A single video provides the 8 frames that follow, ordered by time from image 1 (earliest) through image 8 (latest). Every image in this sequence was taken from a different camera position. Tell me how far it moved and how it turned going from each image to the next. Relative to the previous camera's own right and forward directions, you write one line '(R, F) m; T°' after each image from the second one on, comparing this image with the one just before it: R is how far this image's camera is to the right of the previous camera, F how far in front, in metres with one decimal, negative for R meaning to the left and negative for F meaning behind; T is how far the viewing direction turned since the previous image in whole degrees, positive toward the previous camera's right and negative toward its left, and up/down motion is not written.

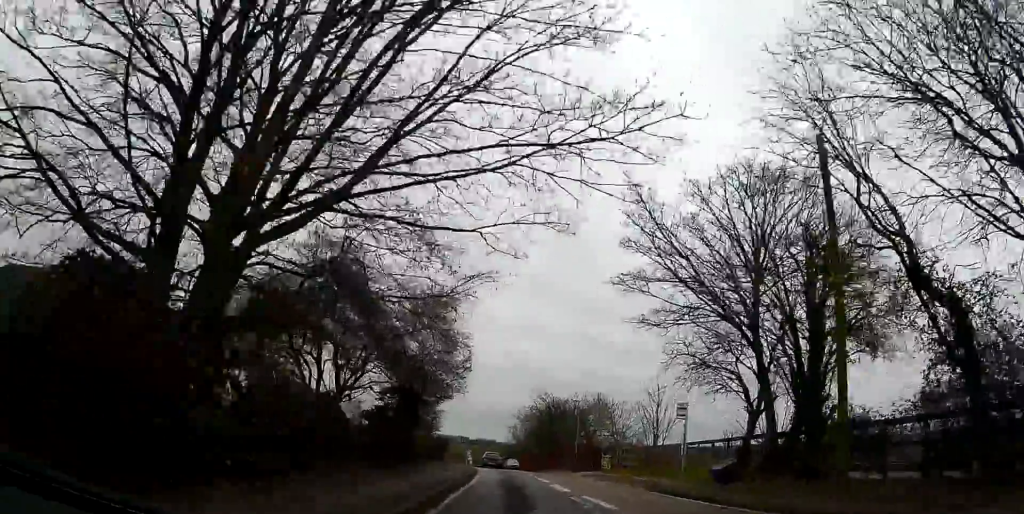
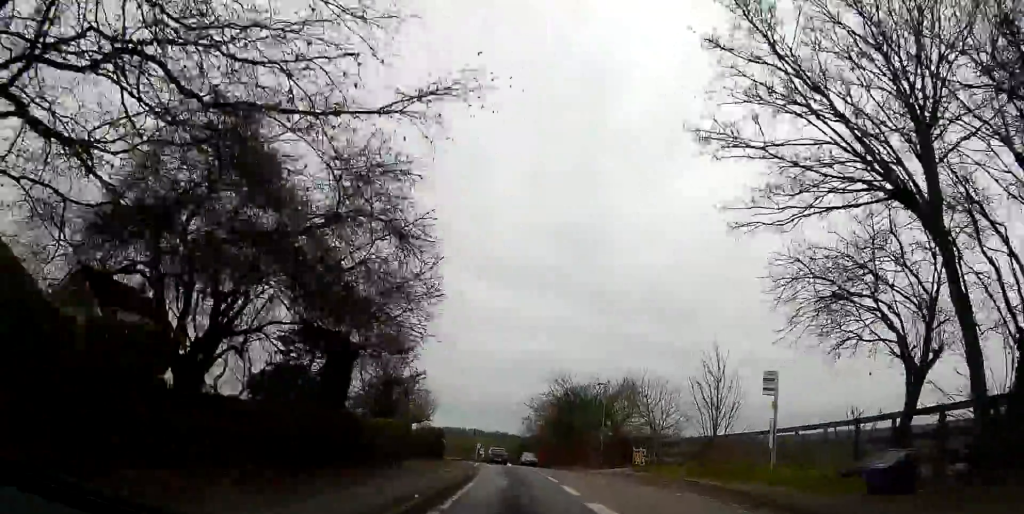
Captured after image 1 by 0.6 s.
(0.0, +8.9) m; -1°
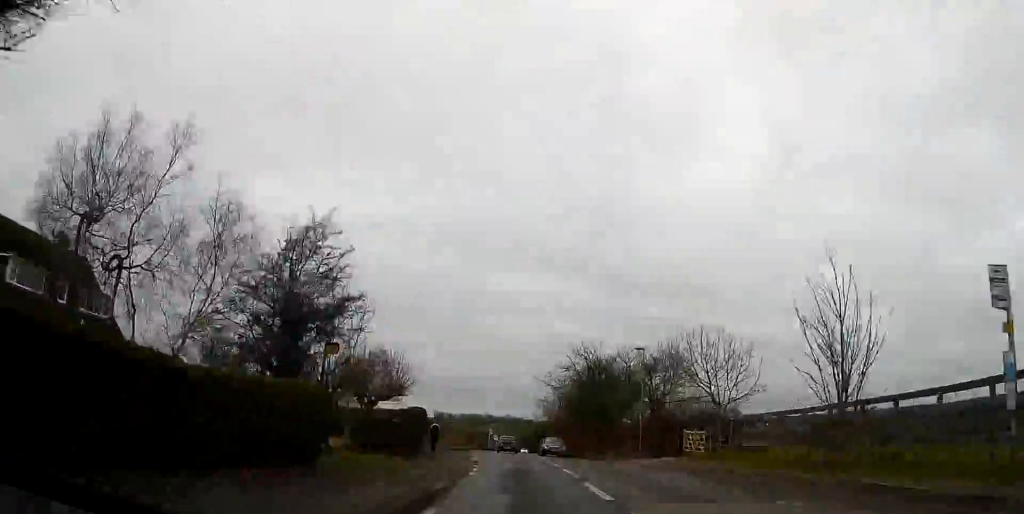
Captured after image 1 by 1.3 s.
(-0.2, +9.9) m; -2°
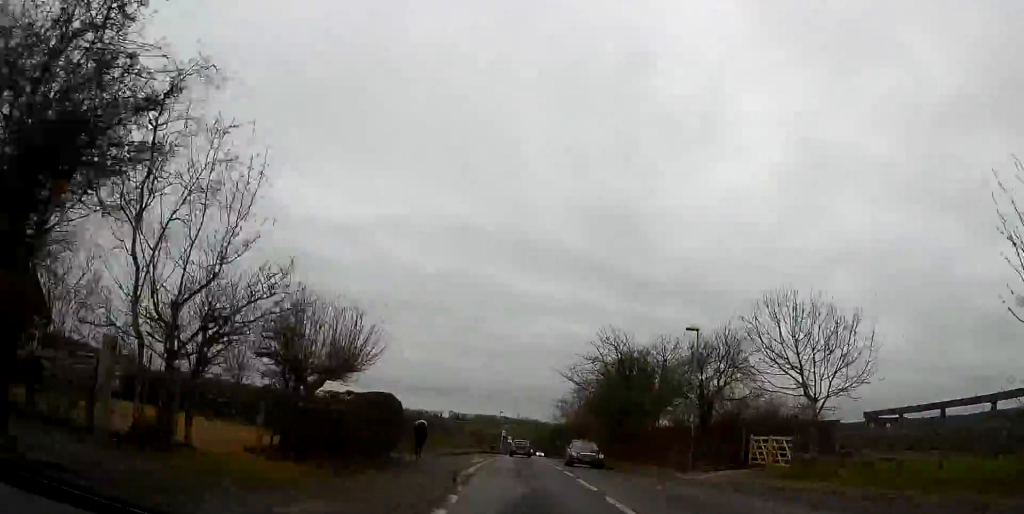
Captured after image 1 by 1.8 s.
(-0.1, +8.0) m; -2°
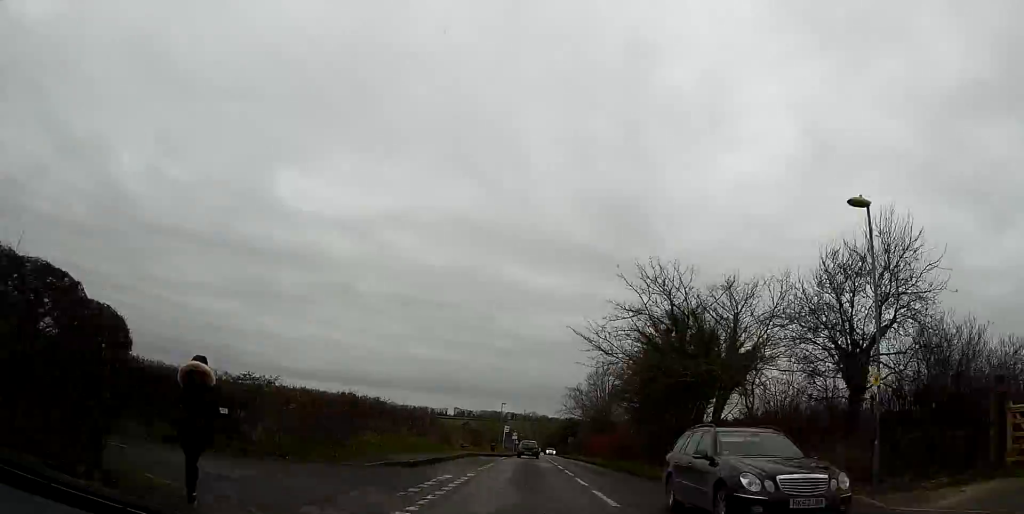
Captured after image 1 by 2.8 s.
(-0.4, +14.6) m; -2°
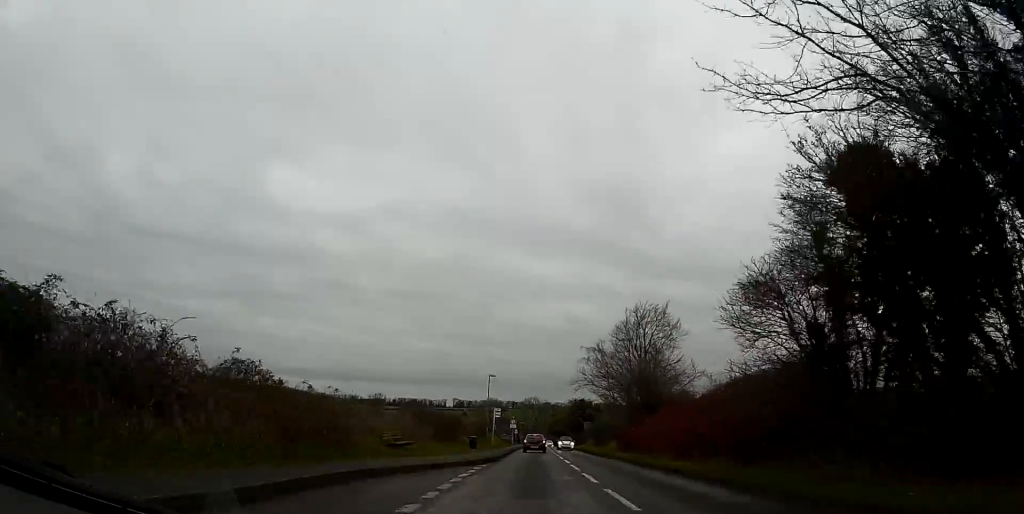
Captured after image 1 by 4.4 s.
(+0.4, +25.1) m; +1°
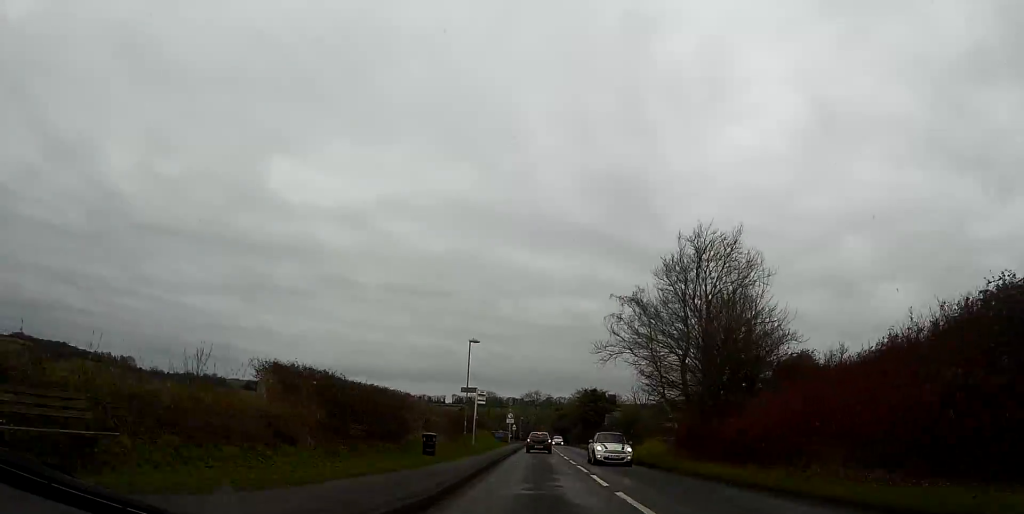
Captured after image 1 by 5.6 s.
(-0.1, +18.5) m; 0°
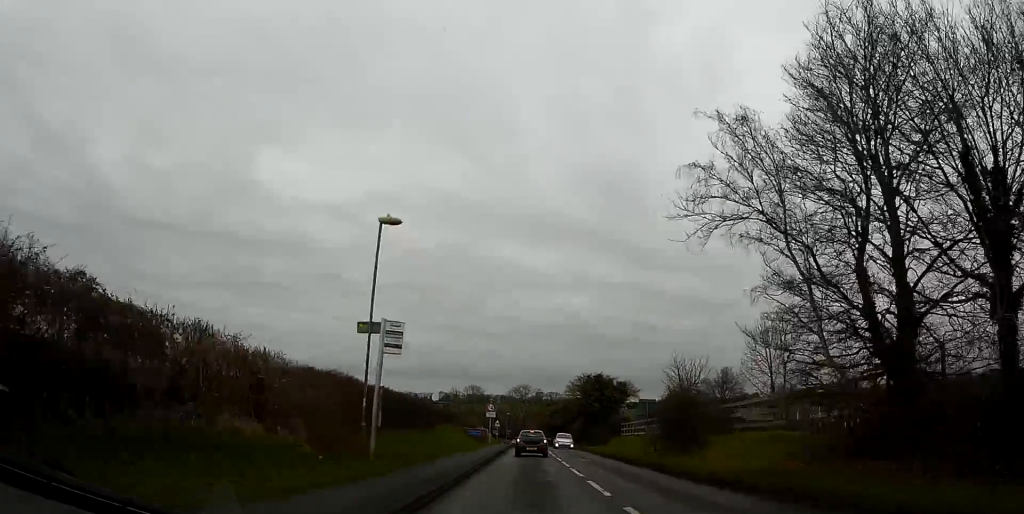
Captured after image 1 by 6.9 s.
(+0.4, +19.6) m; +1°
